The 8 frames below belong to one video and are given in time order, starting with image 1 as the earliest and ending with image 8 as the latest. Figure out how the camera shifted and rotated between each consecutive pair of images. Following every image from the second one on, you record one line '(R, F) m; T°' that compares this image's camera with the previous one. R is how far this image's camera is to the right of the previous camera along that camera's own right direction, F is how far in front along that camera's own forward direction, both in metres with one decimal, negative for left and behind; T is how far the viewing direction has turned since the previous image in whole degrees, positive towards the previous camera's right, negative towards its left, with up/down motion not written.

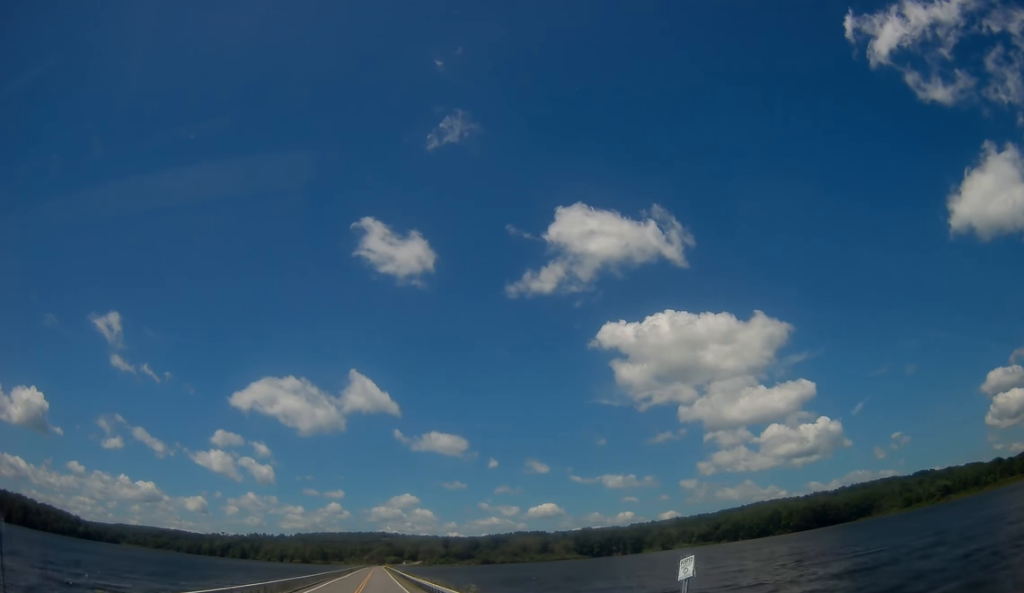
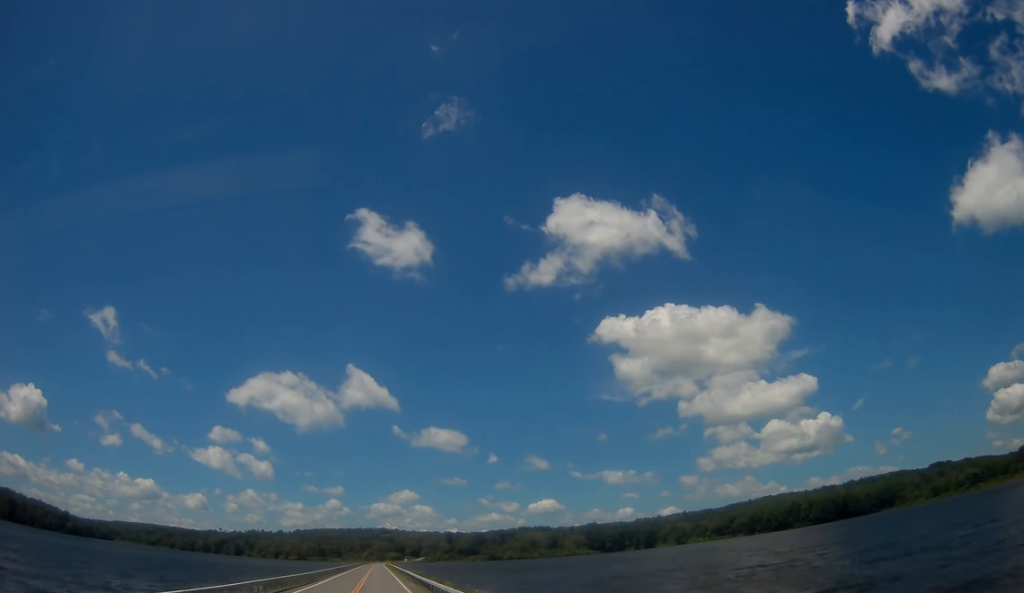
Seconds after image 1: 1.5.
(+0.5, +34.4) m; 0°
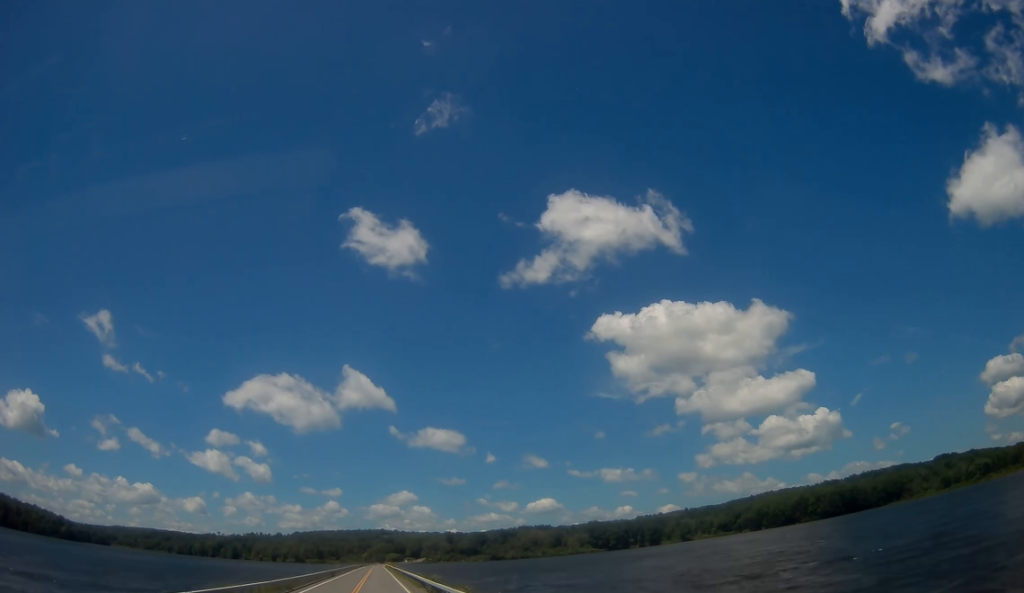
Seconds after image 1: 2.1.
(-0.1, +14.2) m; 0°
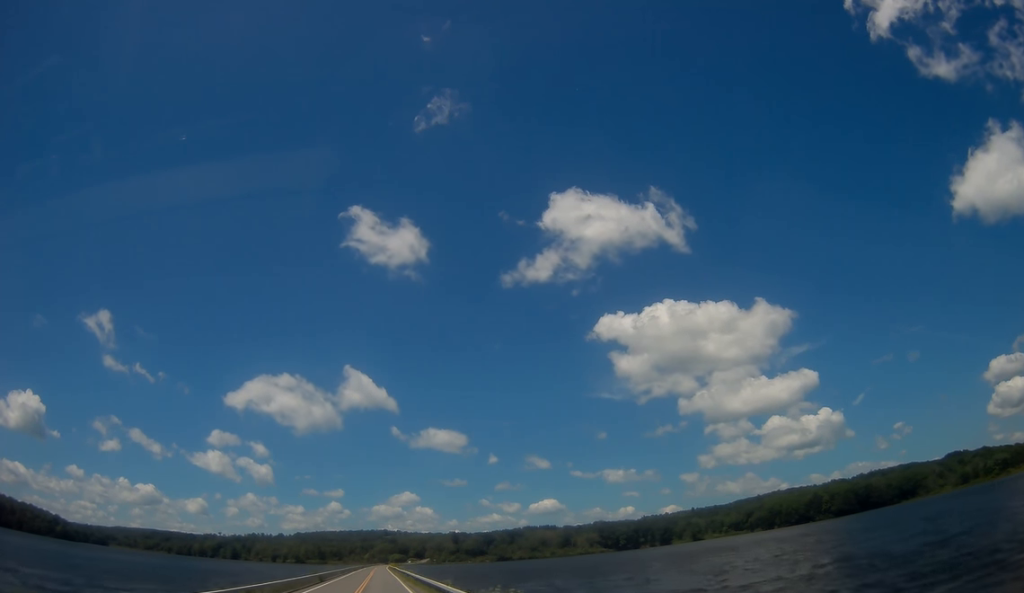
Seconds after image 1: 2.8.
(-0.3, +18.3) m; 0°
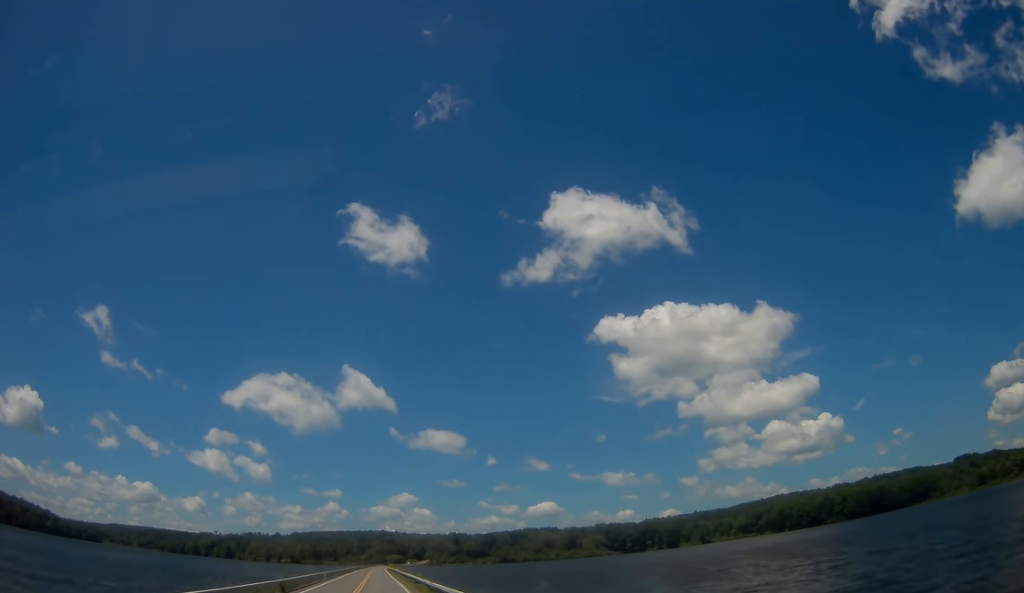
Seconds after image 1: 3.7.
(+0.3, +21.7) m; 0°
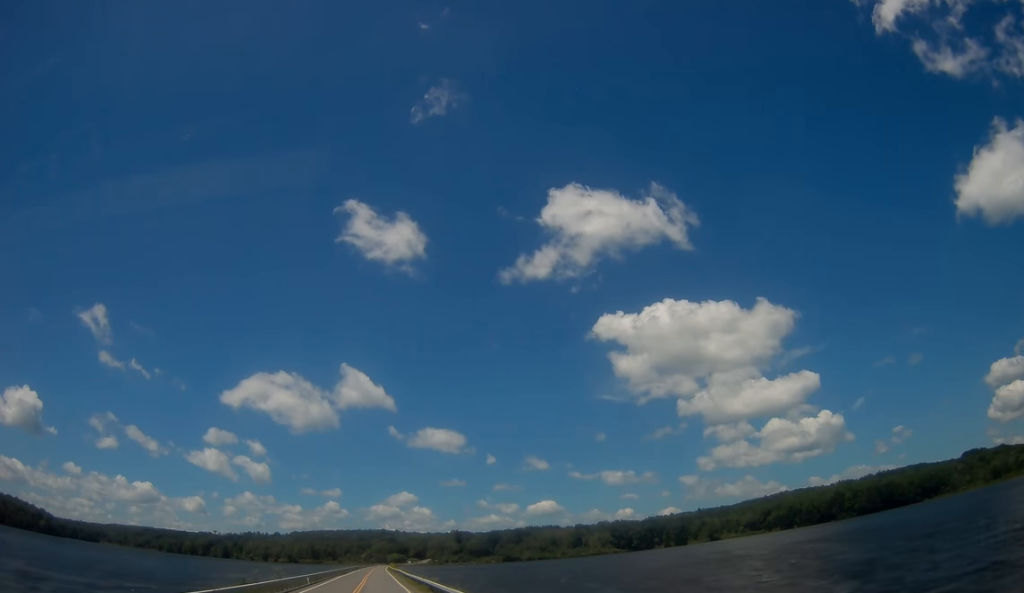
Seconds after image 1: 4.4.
(-0.2, +15.4) m; 0°
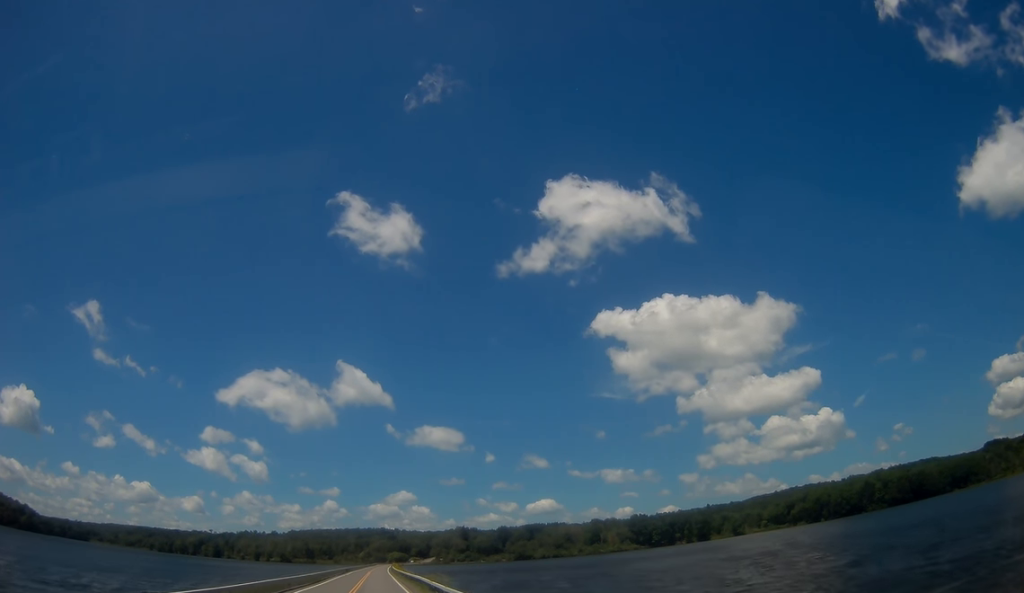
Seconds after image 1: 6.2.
(+0.1, +43.7) m; 0°
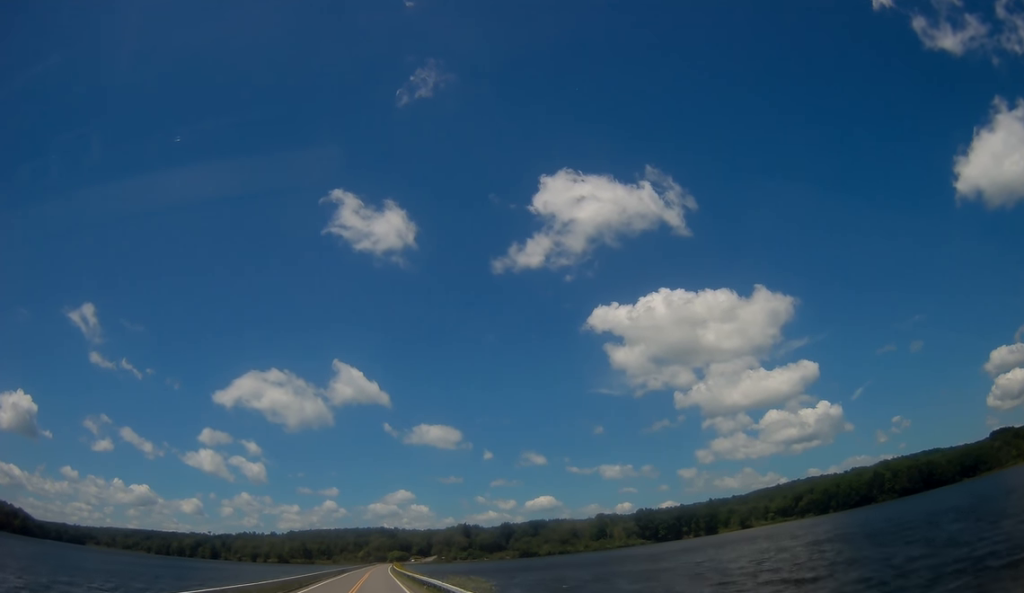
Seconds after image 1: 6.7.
(-0.3, +13.7) m; 0°
